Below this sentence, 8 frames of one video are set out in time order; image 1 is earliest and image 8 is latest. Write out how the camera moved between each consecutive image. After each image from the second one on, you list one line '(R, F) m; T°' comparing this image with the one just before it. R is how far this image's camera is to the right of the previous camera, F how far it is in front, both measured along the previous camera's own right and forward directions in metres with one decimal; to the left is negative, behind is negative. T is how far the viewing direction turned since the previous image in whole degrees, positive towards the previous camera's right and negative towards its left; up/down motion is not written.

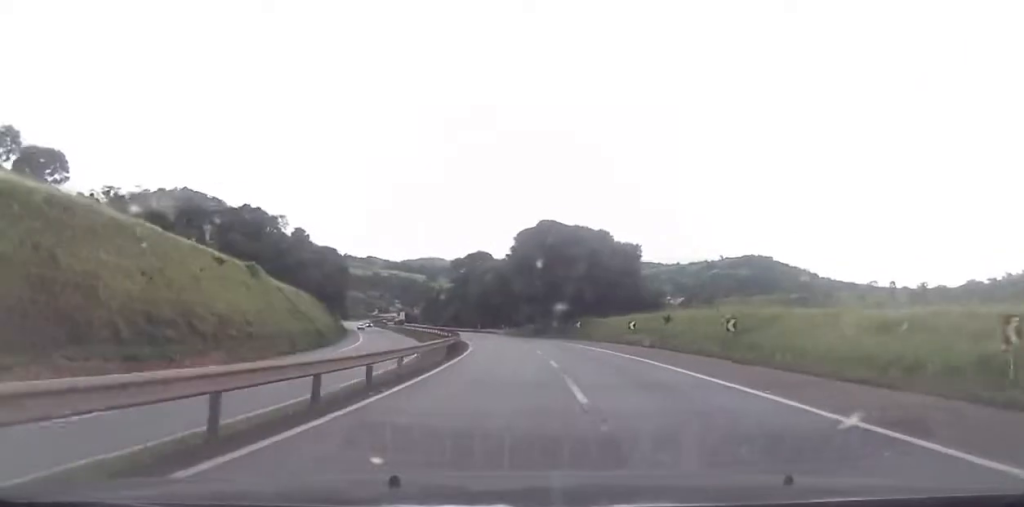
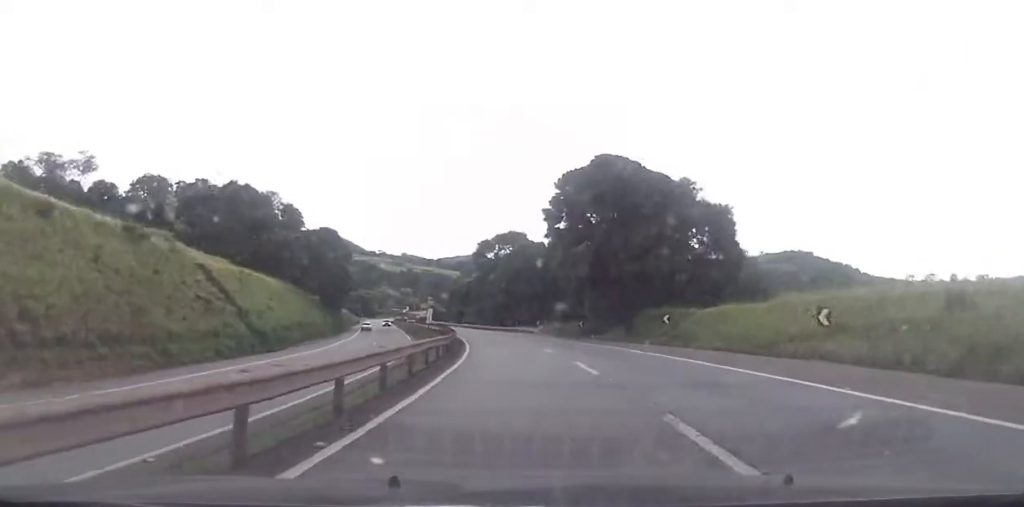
(-0.3, +29.2) m; -2°
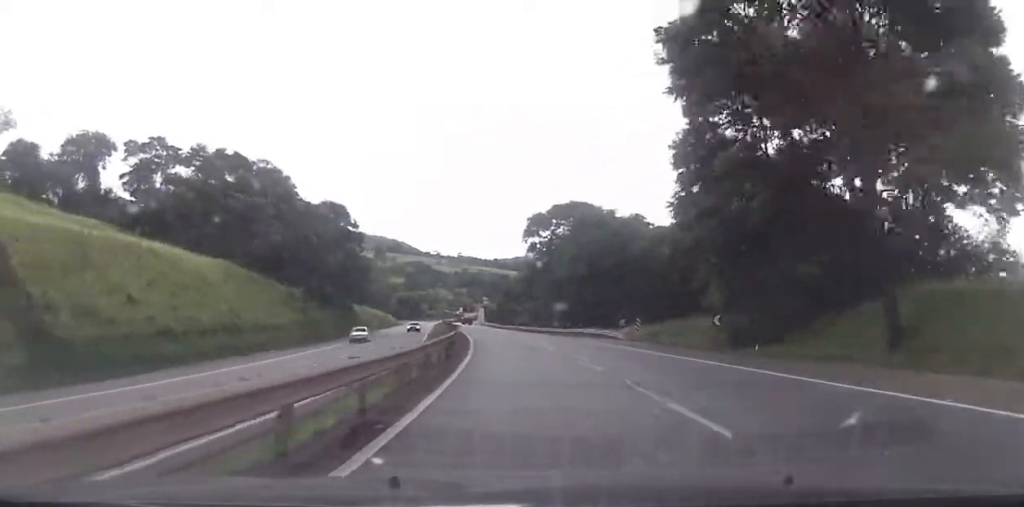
(-0.4, +31.8) m; -3°
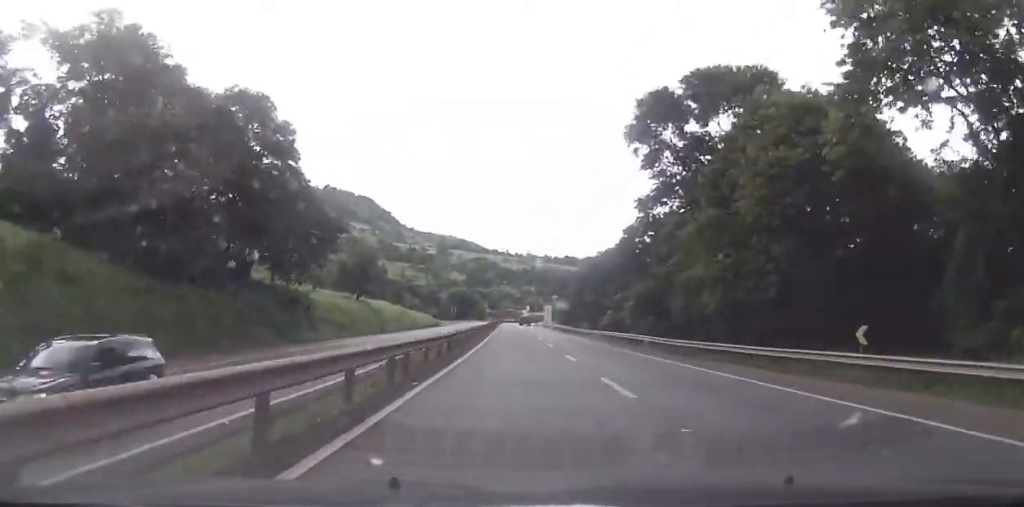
(-3.5, +53.4) m; -7°
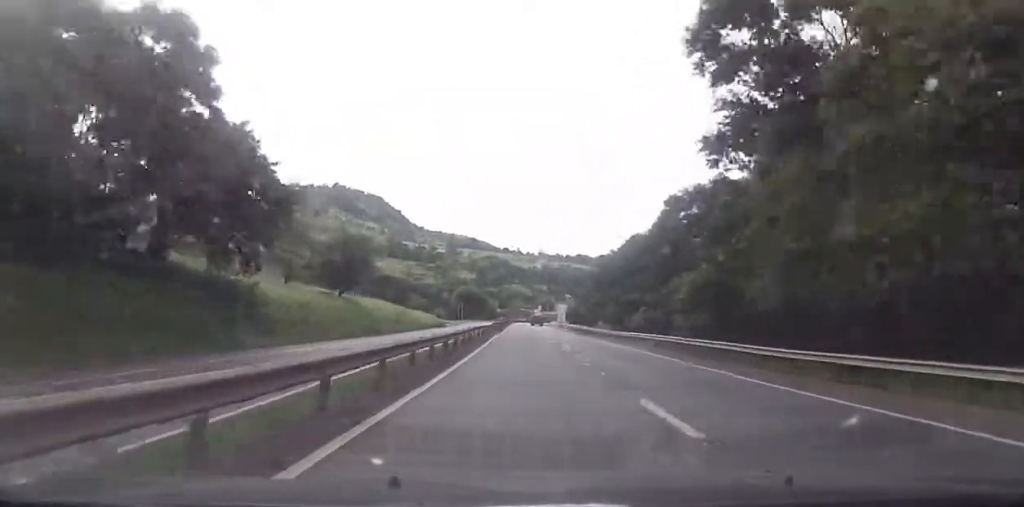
(0.0, +15.5) m; -2°
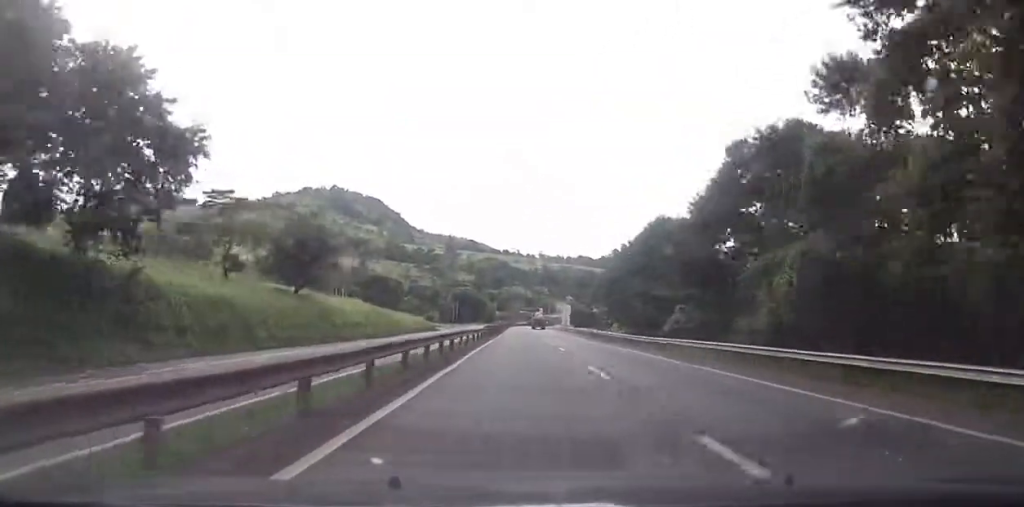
(-0.4, +16.8) m; -2°
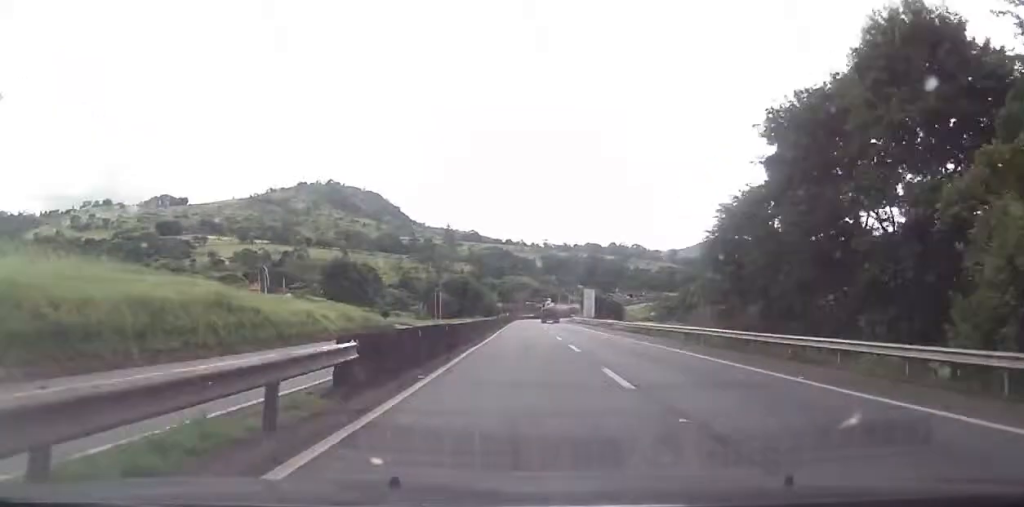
(-1.7, +50.3) m; -3°
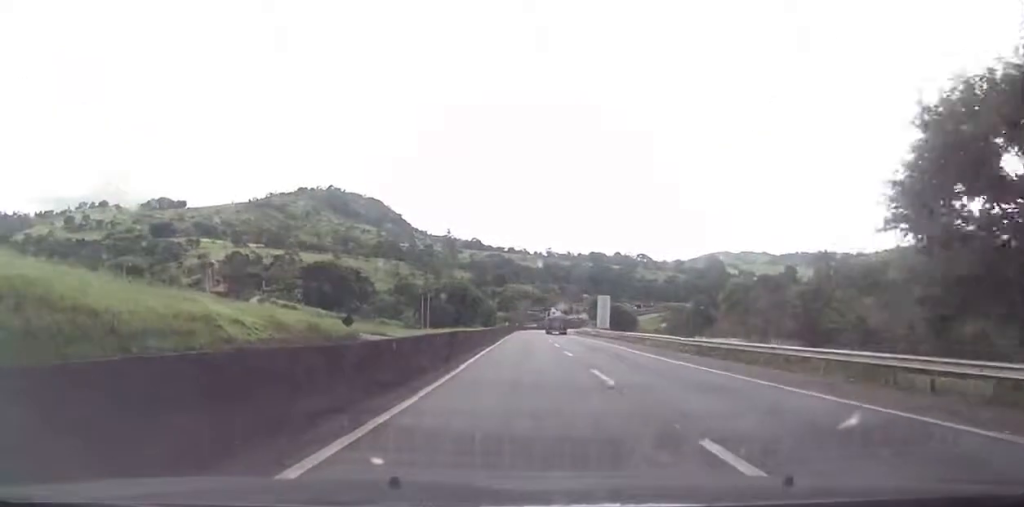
(-0.2, +21.3) m; -1°
